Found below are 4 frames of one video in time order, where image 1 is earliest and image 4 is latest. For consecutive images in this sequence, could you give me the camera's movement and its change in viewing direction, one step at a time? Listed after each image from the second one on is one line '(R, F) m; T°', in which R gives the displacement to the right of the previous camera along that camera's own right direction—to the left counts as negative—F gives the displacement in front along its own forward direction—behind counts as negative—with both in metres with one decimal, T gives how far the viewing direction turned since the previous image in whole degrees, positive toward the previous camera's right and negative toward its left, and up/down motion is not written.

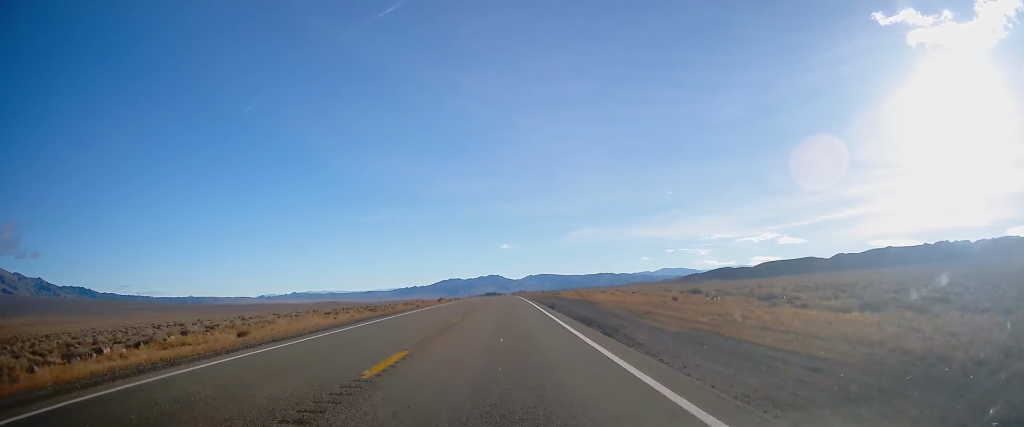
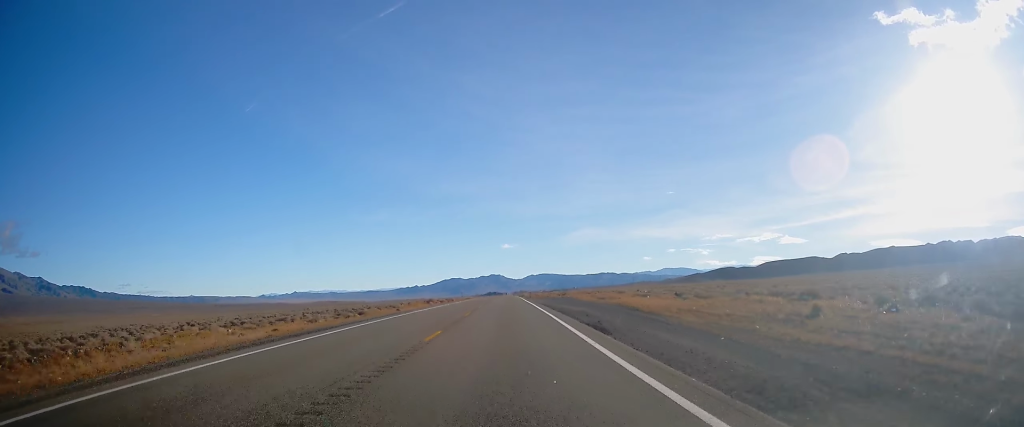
(0.0, +19.2) m; 0°
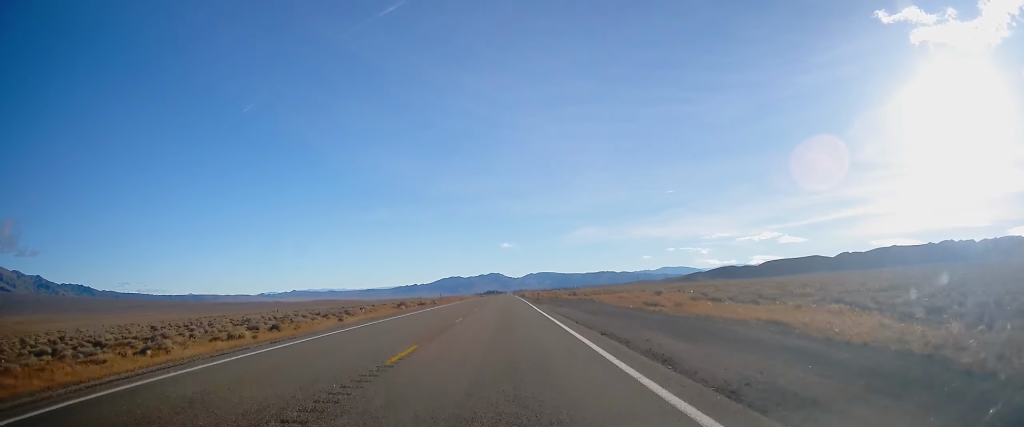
(-0.1, +28.3) m; -1°
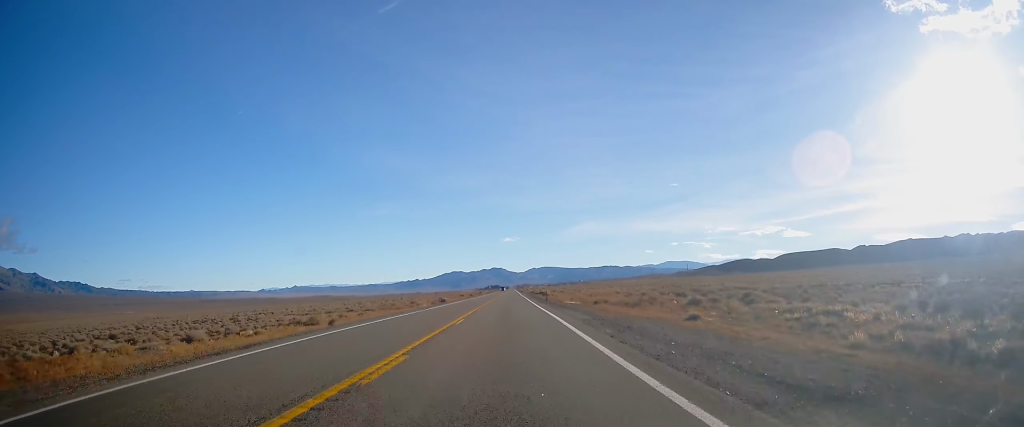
(0.0, +162.3) m; 0°
